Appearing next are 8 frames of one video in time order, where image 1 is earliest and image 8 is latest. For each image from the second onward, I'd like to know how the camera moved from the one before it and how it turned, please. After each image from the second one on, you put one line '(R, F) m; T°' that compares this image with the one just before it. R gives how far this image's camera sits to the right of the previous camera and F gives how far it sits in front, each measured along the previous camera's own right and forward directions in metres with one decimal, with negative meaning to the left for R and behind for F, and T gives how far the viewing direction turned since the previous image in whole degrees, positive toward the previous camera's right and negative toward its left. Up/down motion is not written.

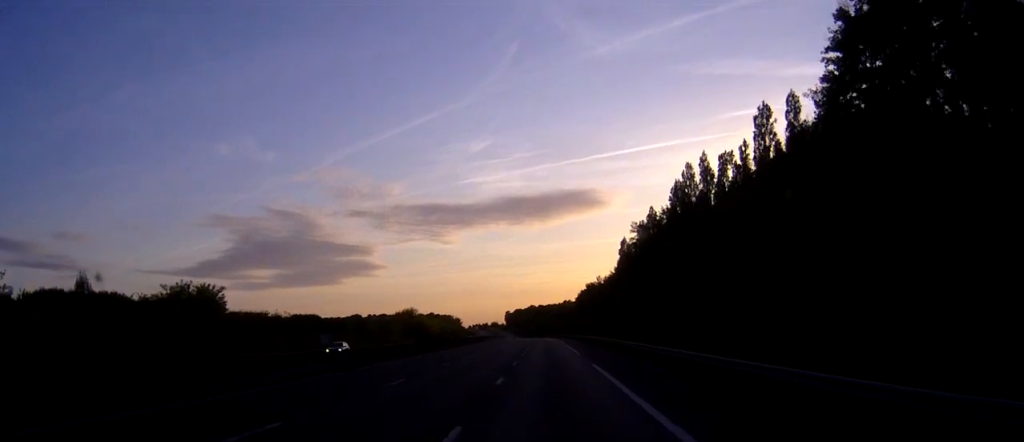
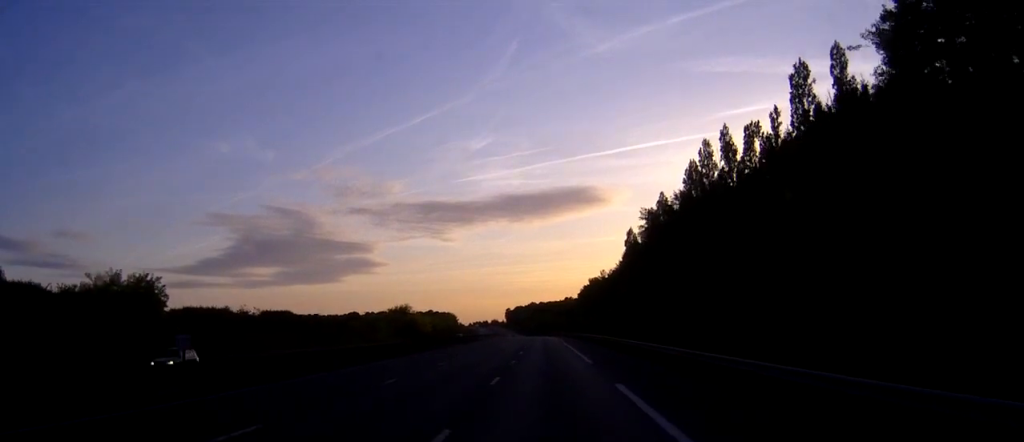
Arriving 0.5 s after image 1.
(0.0, +13.7) m; 0°
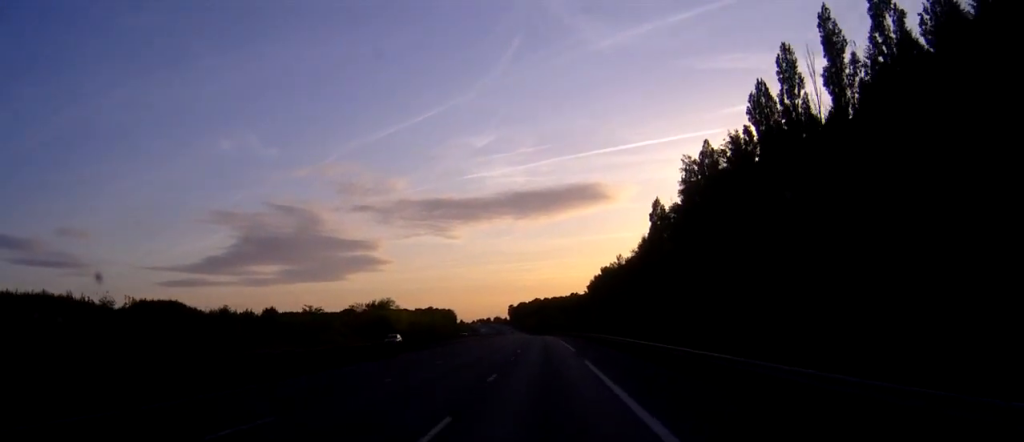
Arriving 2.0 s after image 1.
(-0.2, +37.8) m; -1°
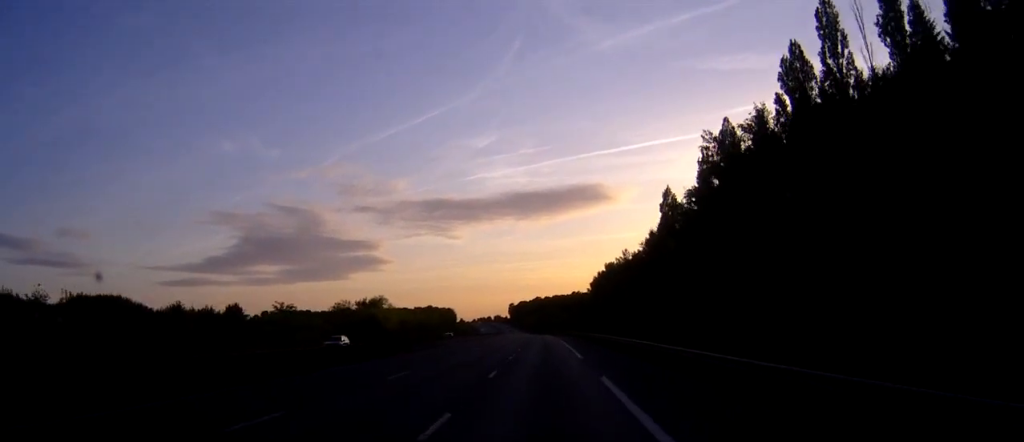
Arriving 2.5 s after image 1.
(0.0, +12.1) m; 0°
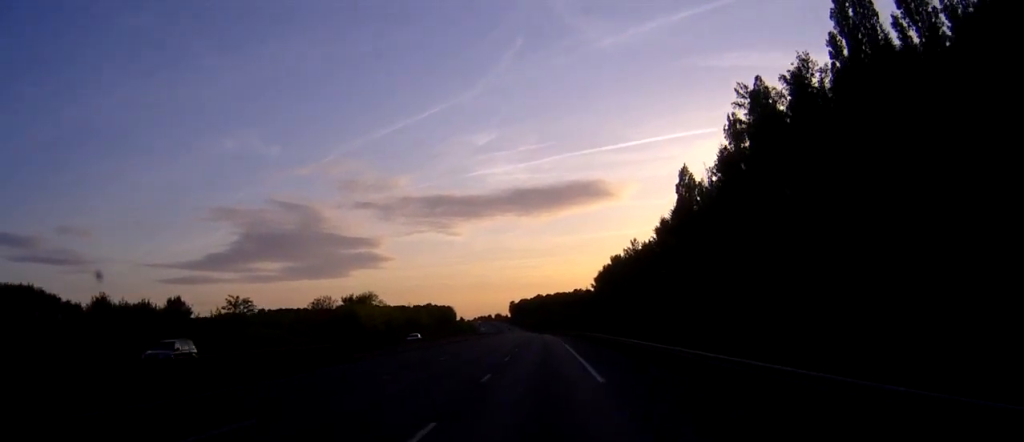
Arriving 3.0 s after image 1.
(0.0, +14.7) m; 0°
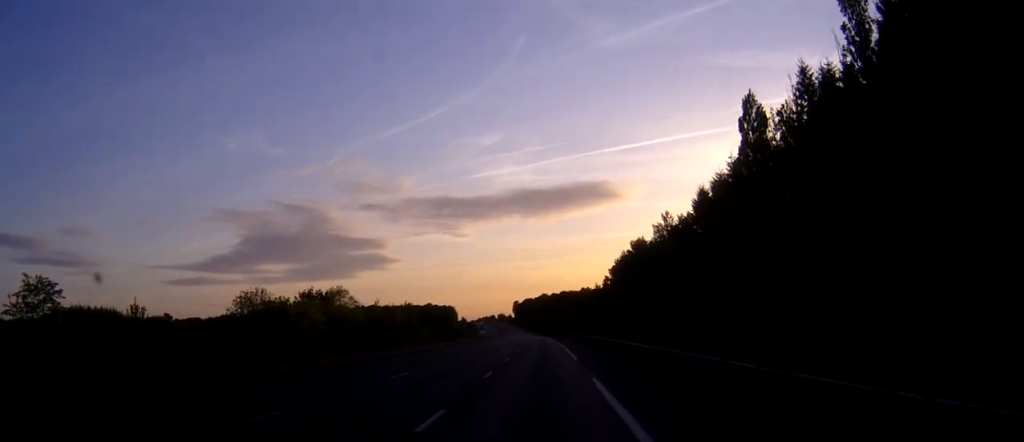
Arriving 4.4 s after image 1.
(-0.1, +36.6) m; -1°
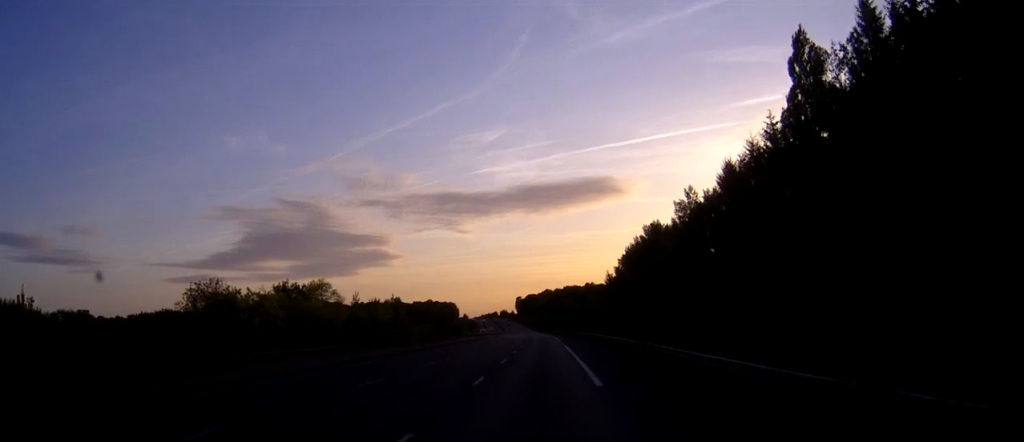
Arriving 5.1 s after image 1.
(0.0, +16.7) m; 0°
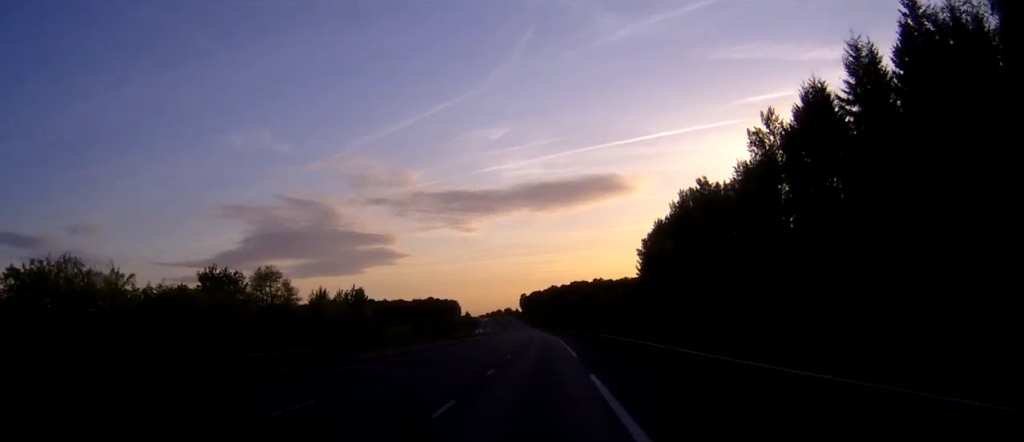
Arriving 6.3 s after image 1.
(-0.1, +33.6) m; 0°
